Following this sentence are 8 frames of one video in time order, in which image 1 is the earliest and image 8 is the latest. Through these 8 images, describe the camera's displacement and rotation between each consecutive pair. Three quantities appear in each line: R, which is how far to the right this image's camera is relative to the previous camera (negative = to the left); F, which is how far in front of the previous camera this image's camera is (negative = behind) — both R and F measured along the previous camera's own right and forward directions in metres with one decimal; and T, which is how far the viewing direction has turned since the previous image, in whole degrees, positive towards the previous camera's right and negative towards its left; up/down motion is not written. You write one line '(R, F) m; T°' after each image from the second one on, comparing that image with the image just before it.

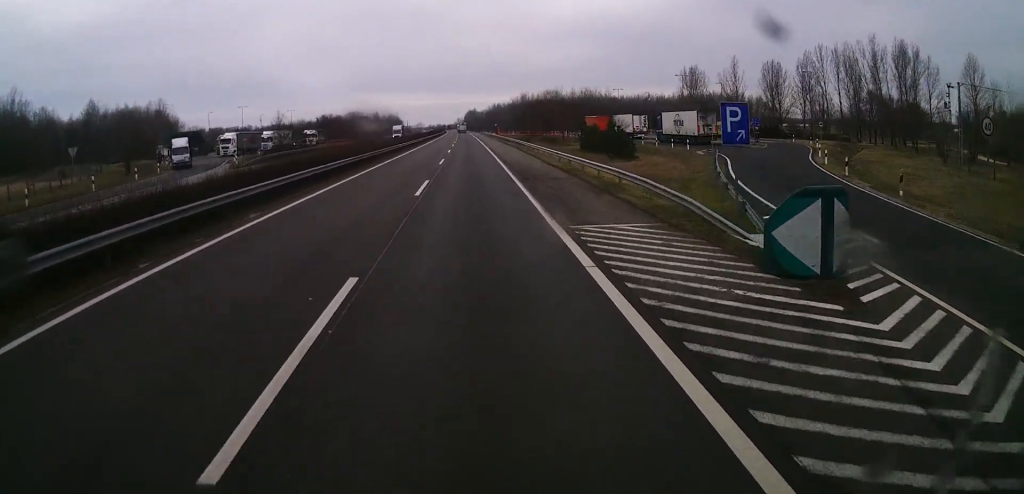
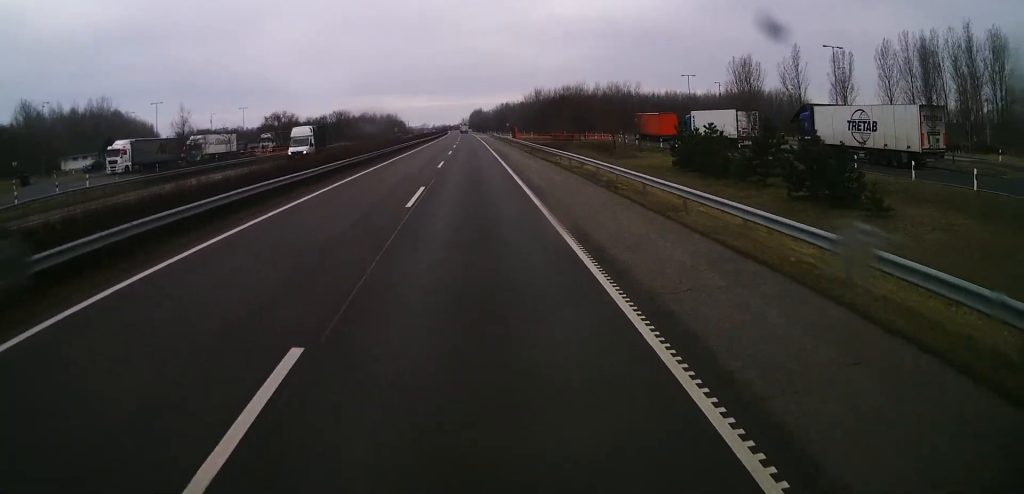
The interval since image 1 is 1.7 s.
(+0.3, +39.2) m; 0°
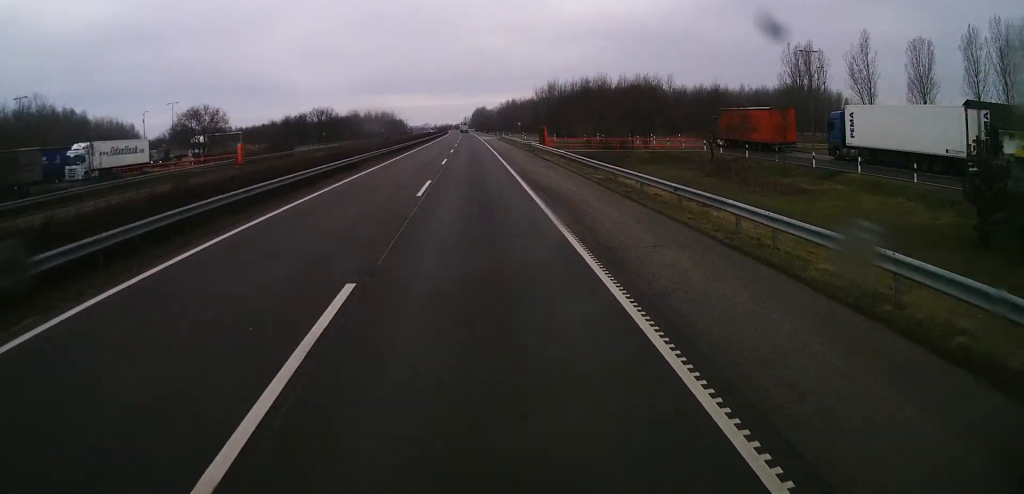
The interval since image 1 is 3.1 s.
(-0.2, +33.3) m; +1°
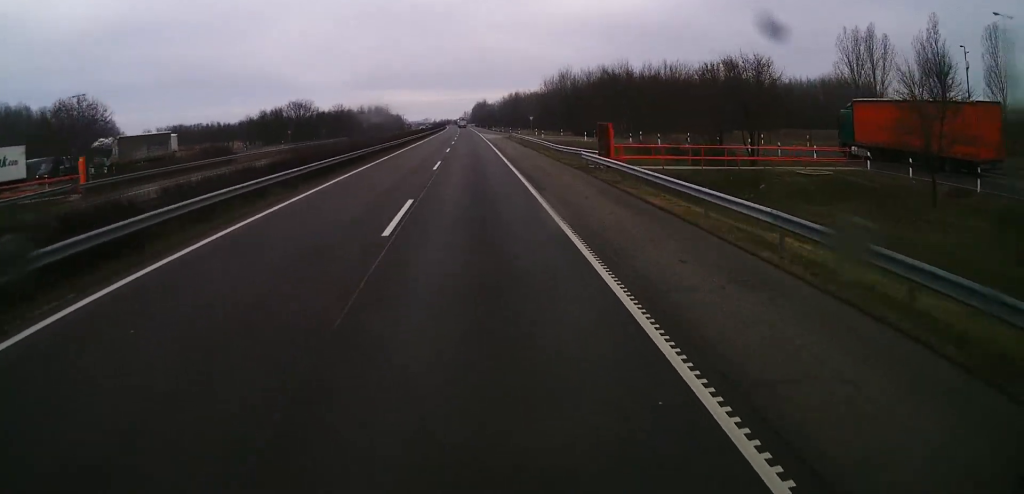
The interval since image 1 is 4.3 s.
(+0.1, +26.3) m; -1°
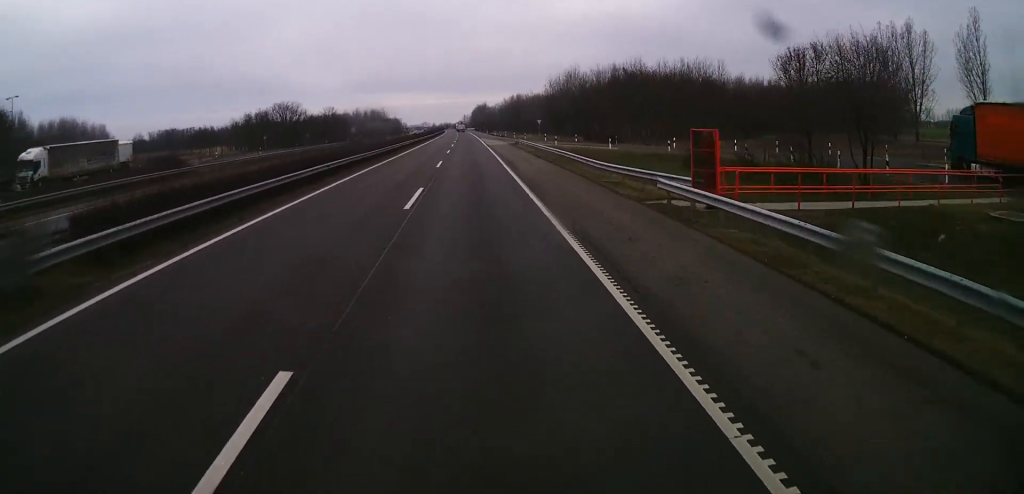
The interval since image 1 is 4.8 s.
(-0.1, +13.1) m; -1°
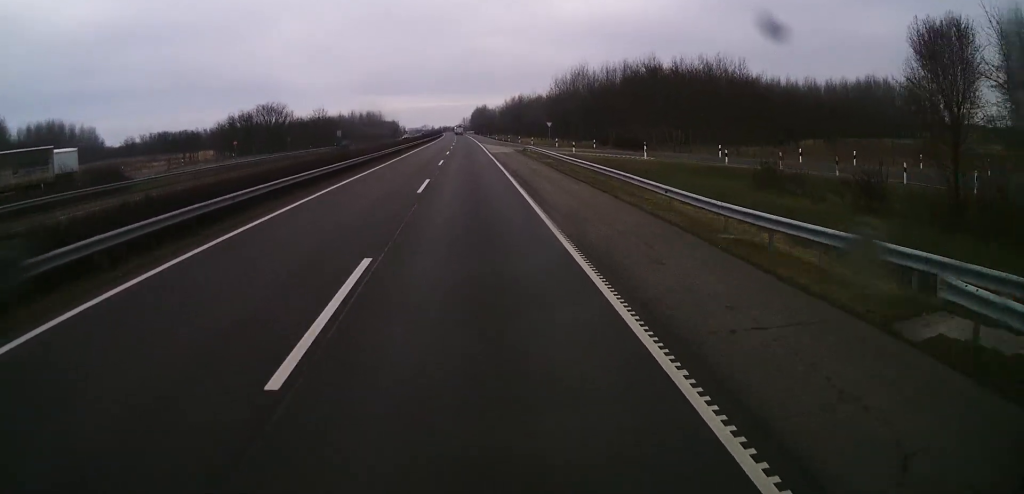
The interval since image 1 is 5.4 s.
(-0.2, +12.4) m; 0°
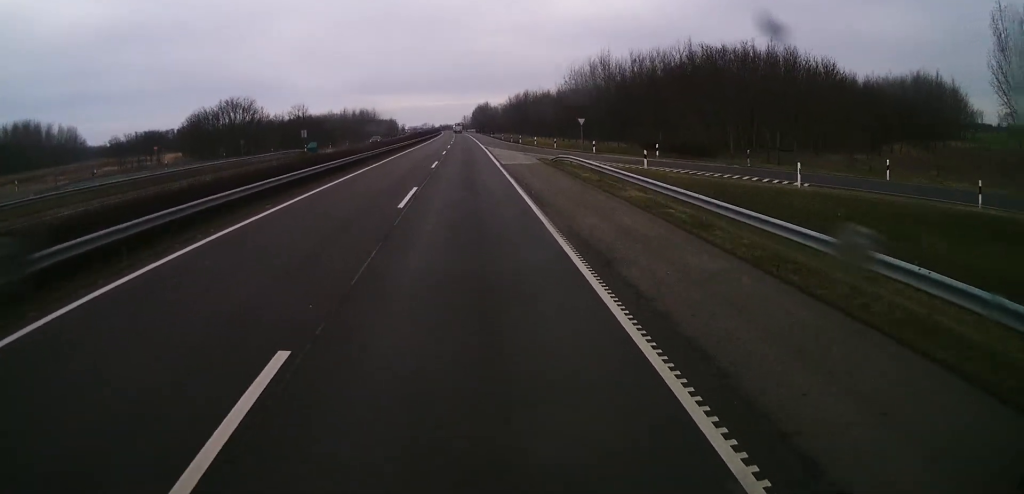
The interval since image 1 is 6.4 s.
(+0.1, +23.1) m; +1°
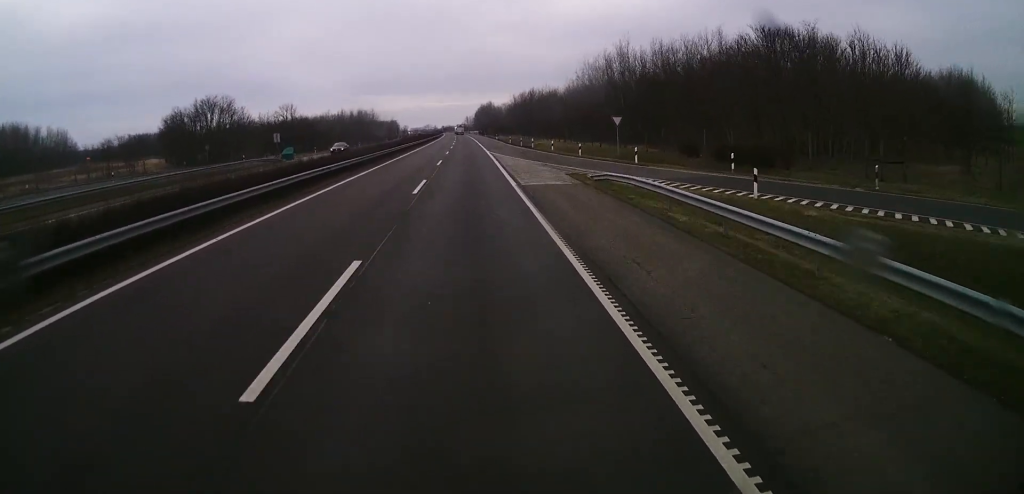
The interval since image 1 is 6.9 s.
(0.0, +13.1) m; 0°
